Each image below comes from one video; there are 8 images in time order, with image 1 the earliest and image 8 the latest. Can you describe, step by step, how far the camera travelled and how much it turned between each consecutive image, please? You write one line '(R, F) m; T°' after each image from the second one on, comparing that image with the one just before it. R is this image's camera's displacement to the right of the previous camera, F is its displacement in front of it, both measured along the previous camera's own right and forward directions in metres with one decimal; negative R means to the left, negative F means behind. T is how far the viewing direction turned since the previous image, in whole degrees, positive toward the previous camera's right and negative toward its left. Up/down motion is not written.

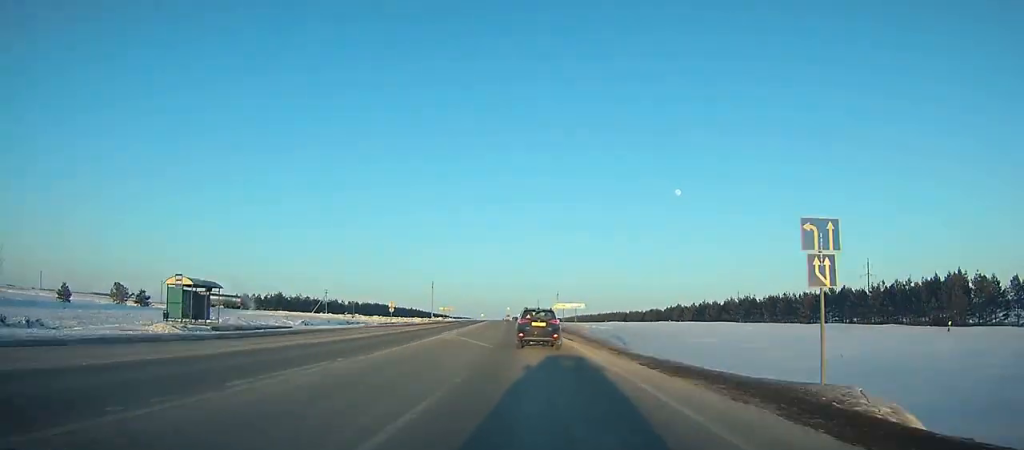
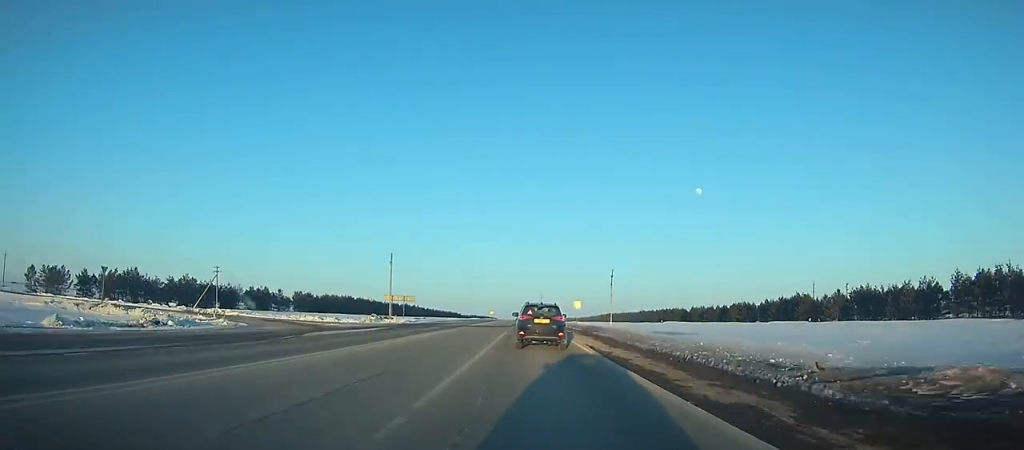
(-0.5, +89.6) m; -1°
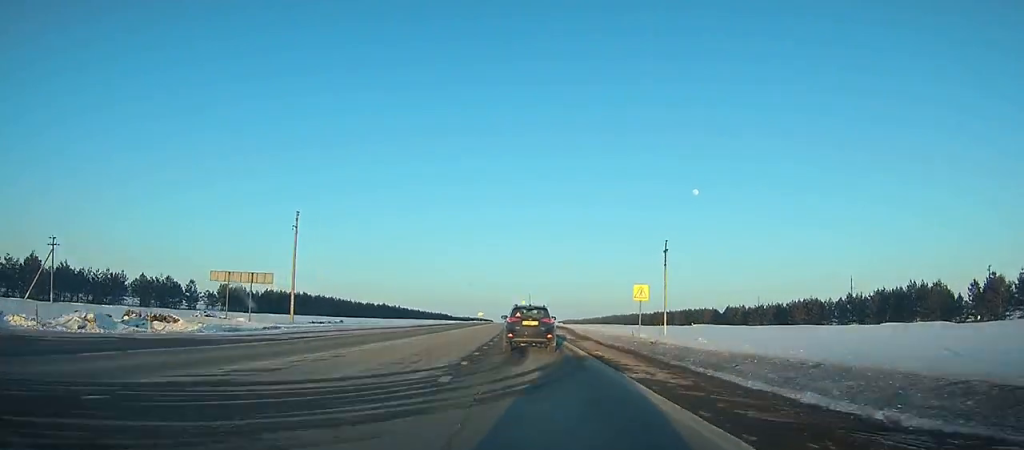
(-0.2, +48.6) m; 0°
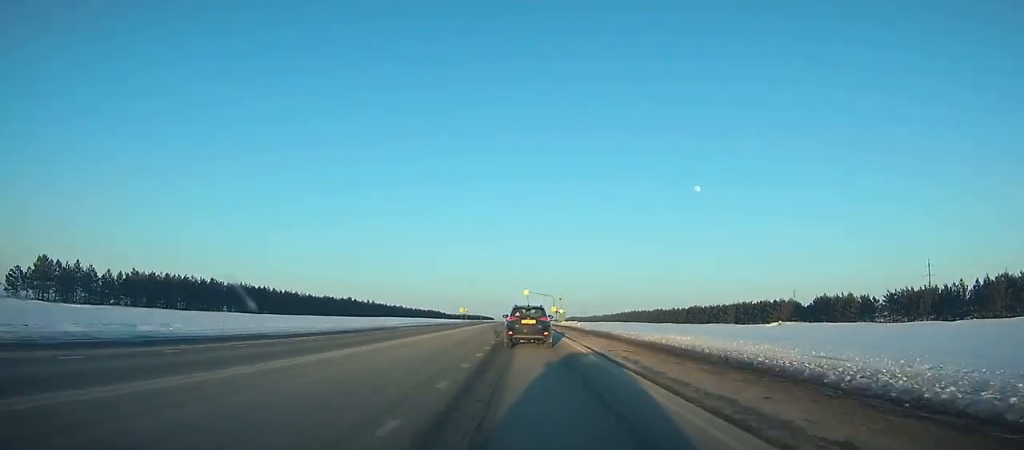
(-0.2, +66.2) m; 0°
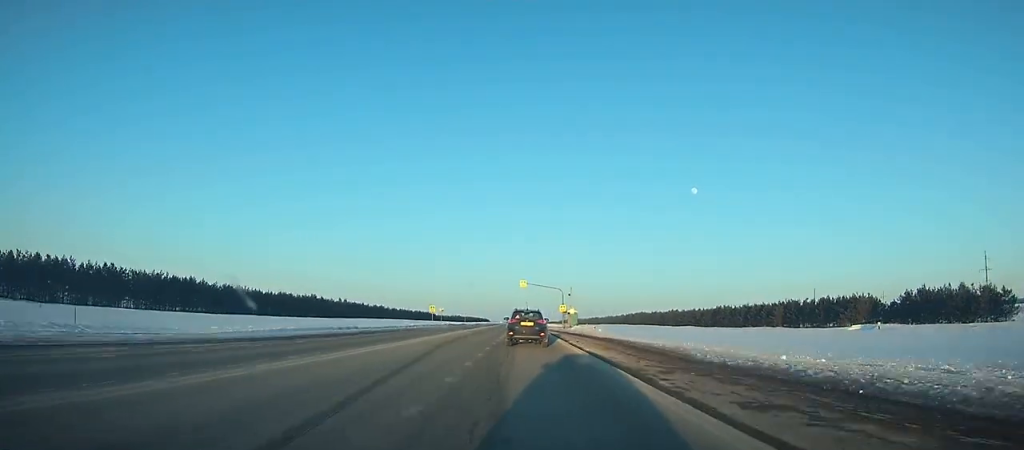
(0.0, +40.1) m; 0°
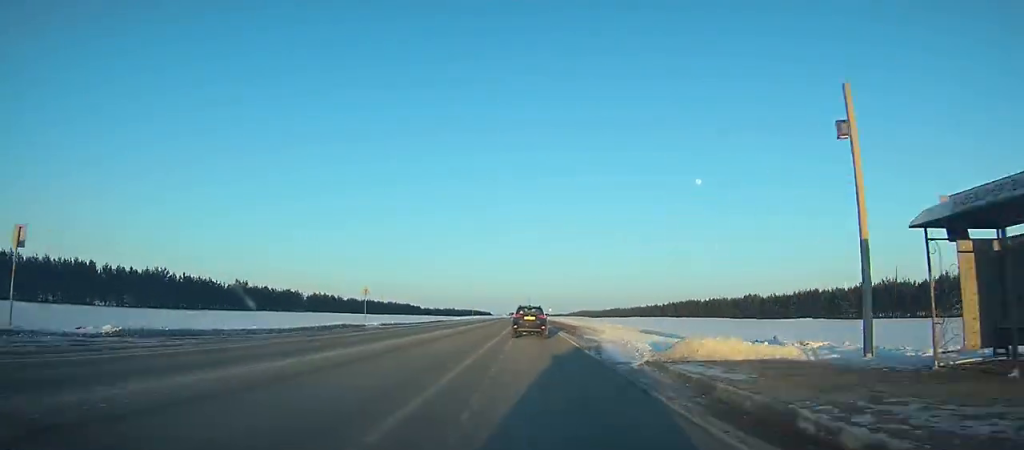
(0.0, +93.1) m; 0°
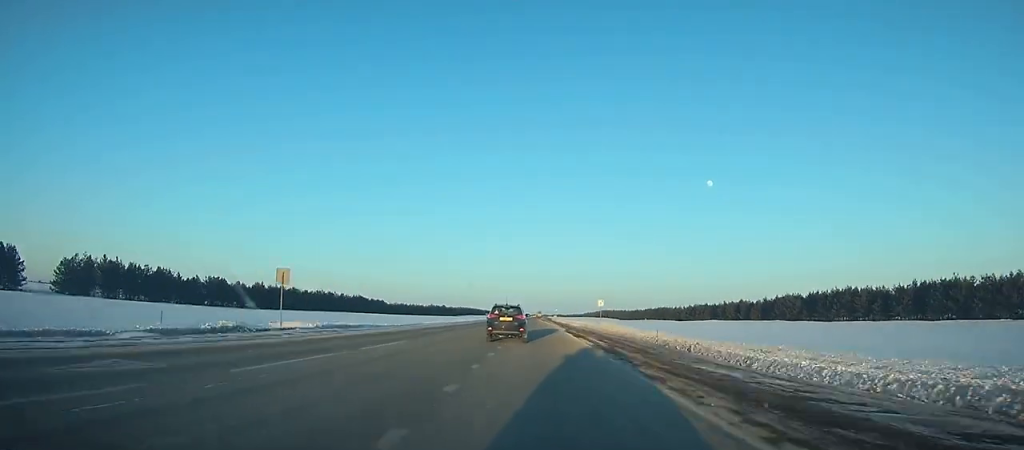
(-0.2, +119.3) m; -1°
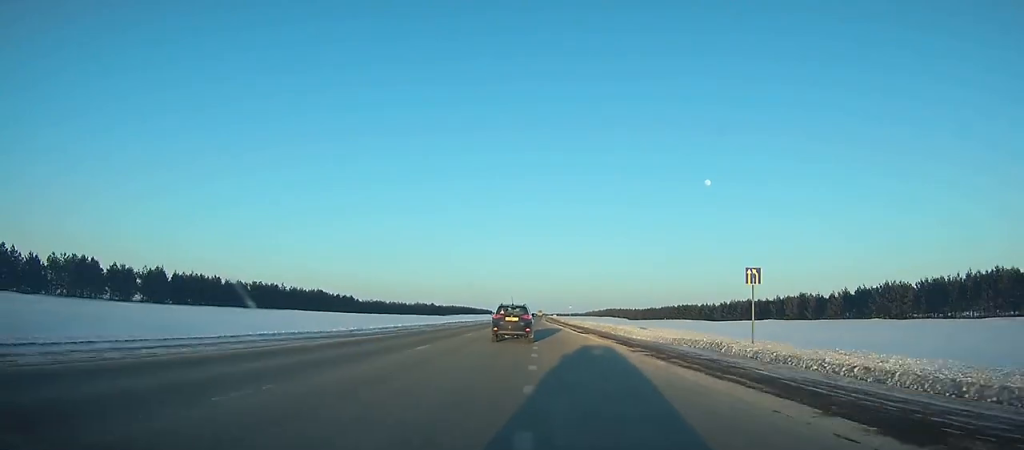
(-0.3, +47.2) m; 0°
